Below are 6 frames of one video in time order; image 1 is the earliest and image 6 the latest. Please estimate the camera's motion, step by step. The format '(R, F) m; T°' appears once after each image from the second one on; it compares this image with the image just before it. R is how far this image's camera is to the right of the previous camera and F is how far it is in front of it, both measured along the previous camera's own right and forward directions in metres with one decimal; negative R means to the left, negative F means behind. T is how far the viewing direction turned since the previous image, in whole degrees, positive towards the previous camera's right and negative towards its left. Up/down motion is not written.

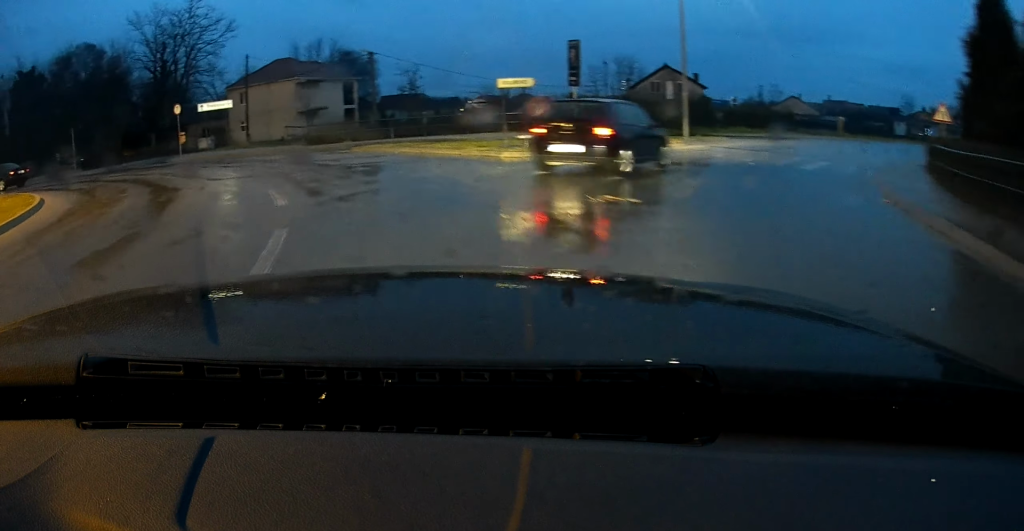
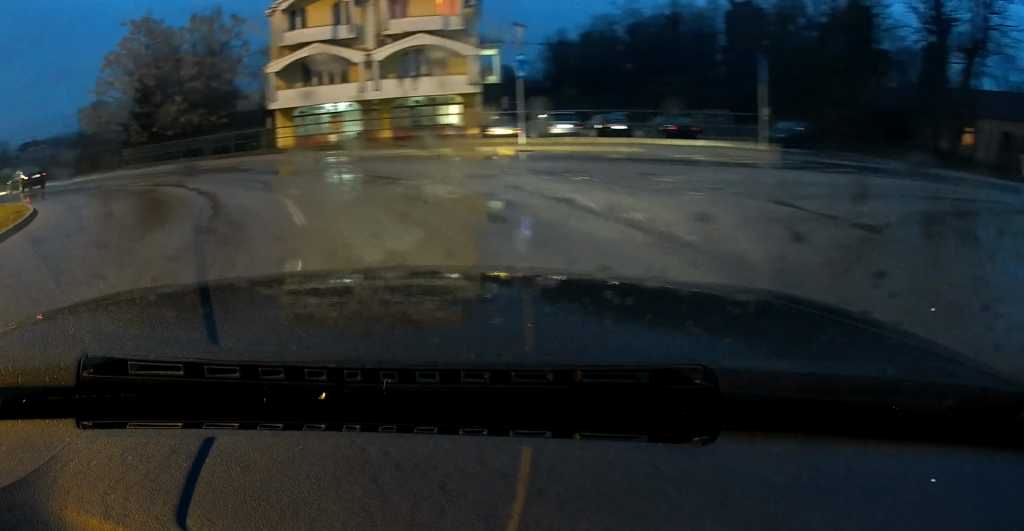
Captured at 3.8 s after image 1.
(-13.0, +25.2) m; -64°
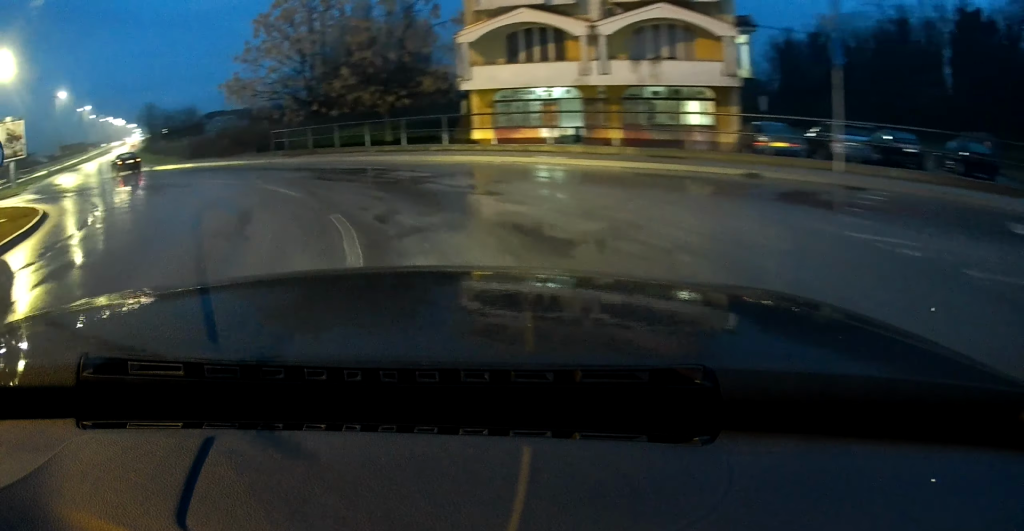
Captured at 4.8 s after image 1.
(-3.1, +8.7) m; -16°
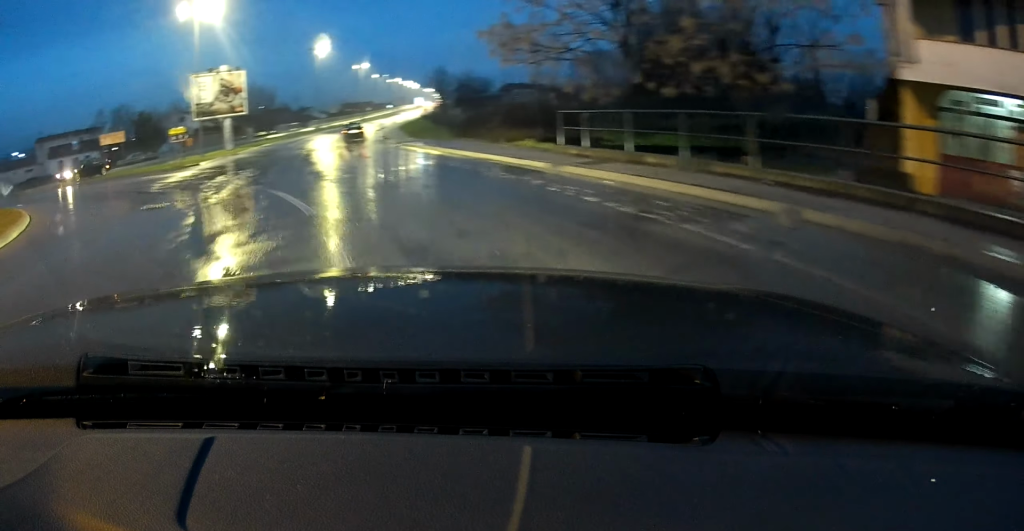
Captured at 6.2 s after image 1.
(-2.5, +13.0) m; -18°
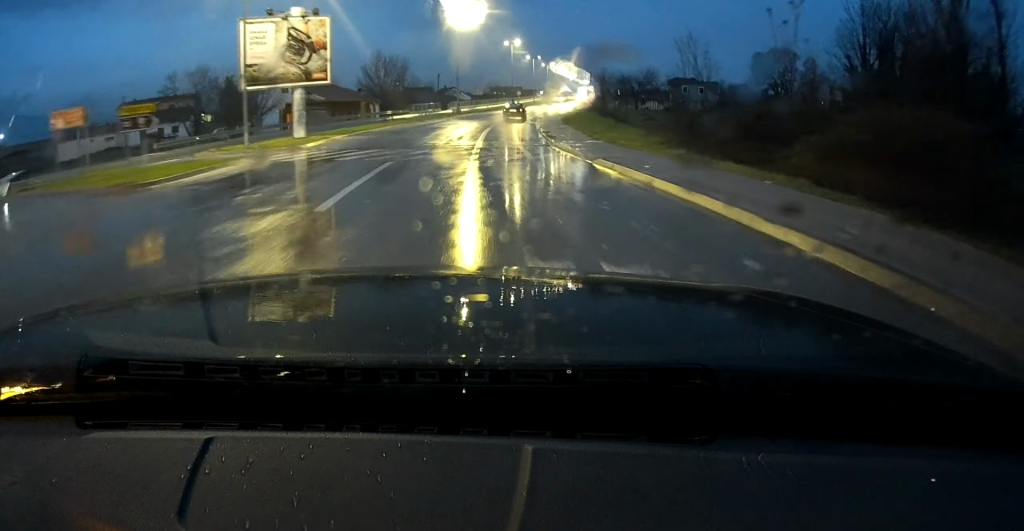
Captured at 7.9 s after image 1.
(-2.6, +18.3) m; -9°
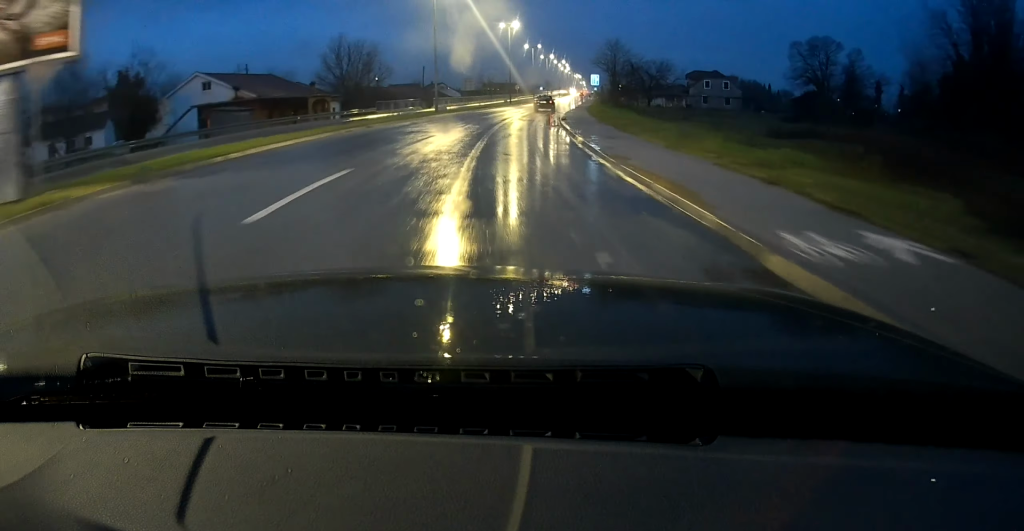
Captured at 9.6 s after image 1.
(-0.3, +19.6) m; +1°
